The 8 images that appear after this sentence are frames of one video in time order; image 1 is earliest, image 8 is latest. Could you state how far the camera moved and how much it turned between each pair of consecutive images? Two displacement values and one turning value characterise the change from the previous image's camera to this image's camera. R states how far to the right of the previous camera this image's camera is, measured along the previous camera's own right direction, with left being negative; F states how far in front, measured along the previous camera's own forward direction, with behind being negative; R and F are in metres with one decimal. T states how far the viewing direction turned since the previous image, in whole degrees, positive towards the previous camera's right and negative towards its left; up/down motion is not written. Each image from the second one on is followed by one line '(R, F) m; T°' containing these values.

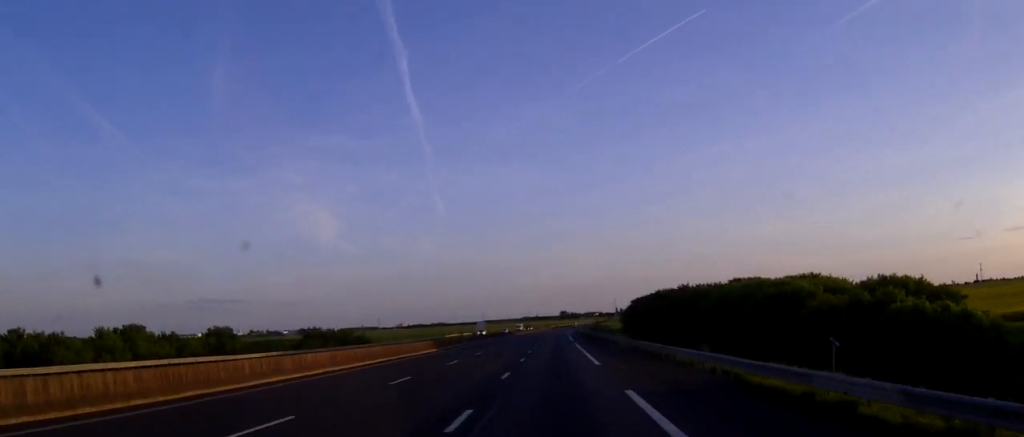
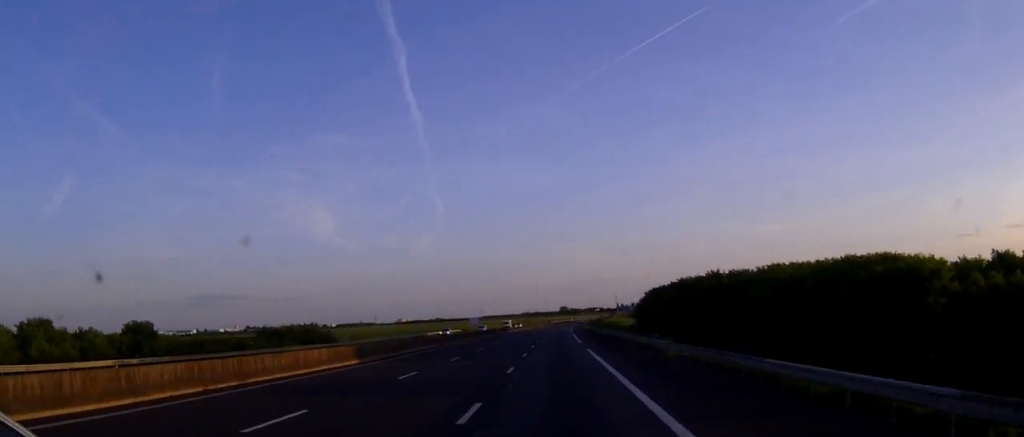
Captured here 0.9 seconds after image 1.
(0.0, +24.4) m; 0°
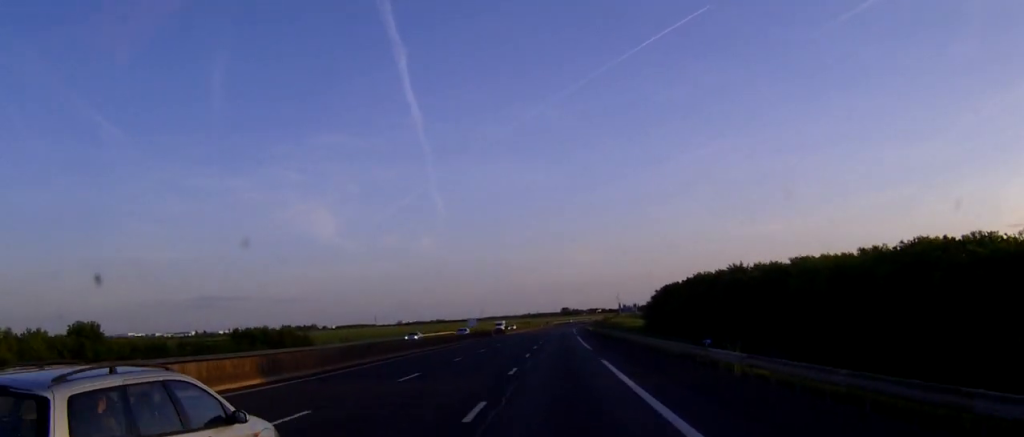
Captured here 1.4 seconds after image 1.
(0.0, +12.6) m; 0°
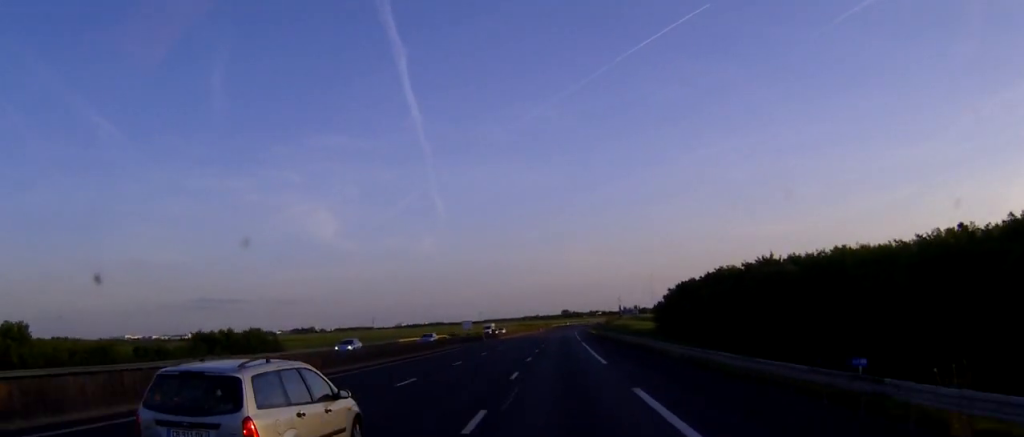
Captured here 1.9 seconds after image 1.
(0.0, +13.5) m; 0°
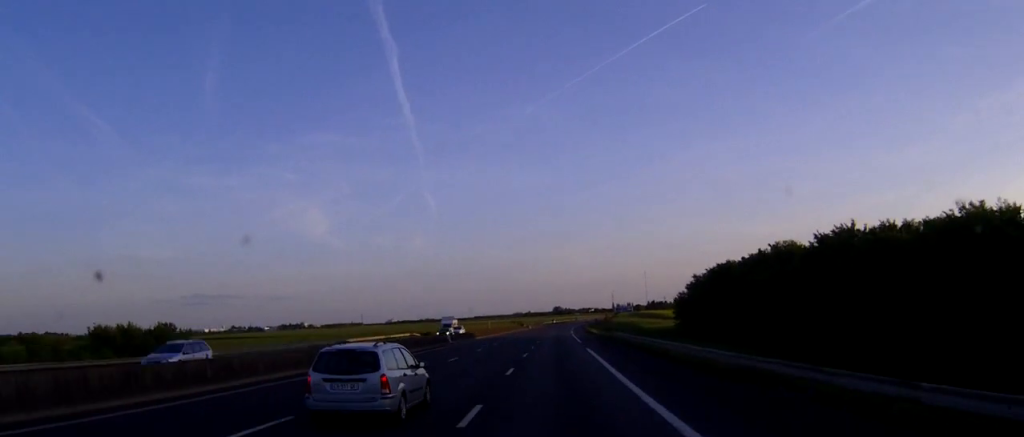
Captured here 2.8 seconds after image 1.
(+0.1, +25.3) m; 0°
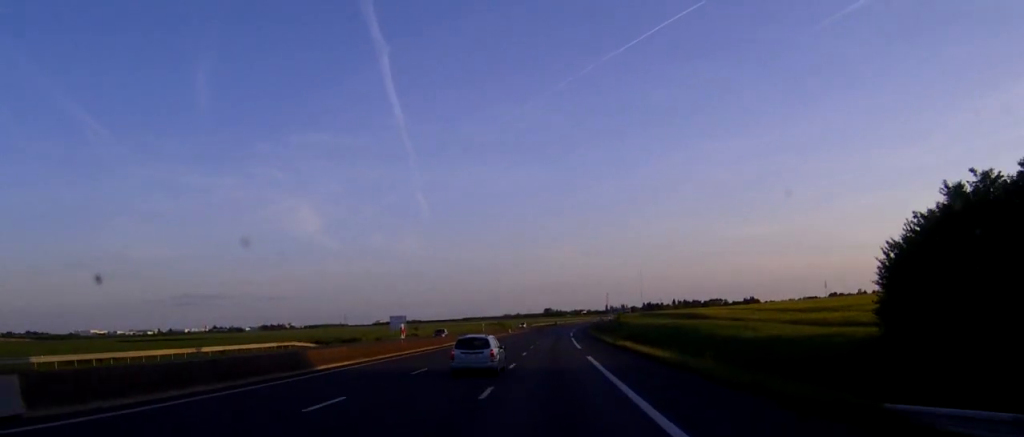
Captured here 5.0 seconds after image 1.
(+0.2, +58.4) m; 0°
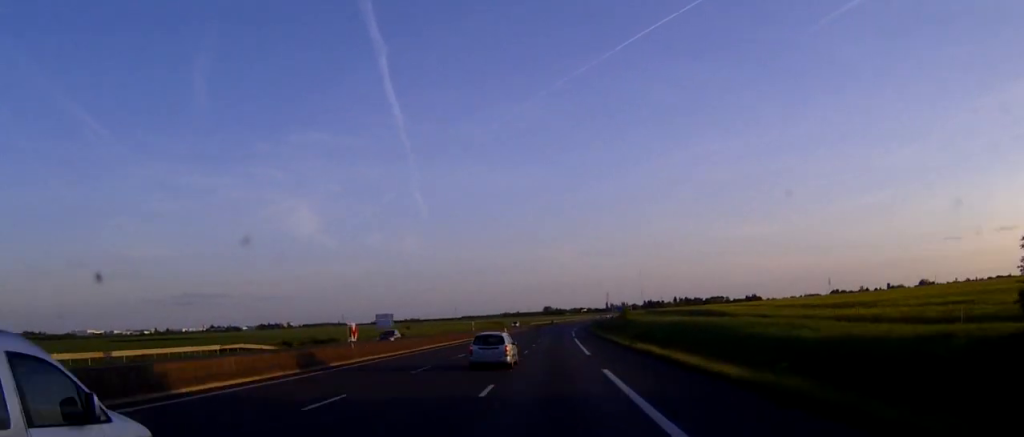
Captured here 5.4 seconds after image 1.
(0.0, +12.5) m; 0°
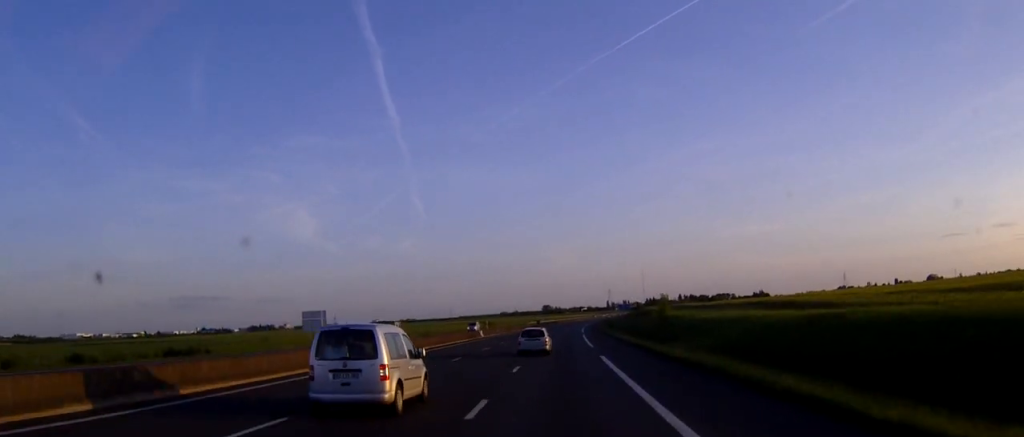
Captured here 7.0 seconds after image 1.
(+0.2, +42.9) m; +1°
